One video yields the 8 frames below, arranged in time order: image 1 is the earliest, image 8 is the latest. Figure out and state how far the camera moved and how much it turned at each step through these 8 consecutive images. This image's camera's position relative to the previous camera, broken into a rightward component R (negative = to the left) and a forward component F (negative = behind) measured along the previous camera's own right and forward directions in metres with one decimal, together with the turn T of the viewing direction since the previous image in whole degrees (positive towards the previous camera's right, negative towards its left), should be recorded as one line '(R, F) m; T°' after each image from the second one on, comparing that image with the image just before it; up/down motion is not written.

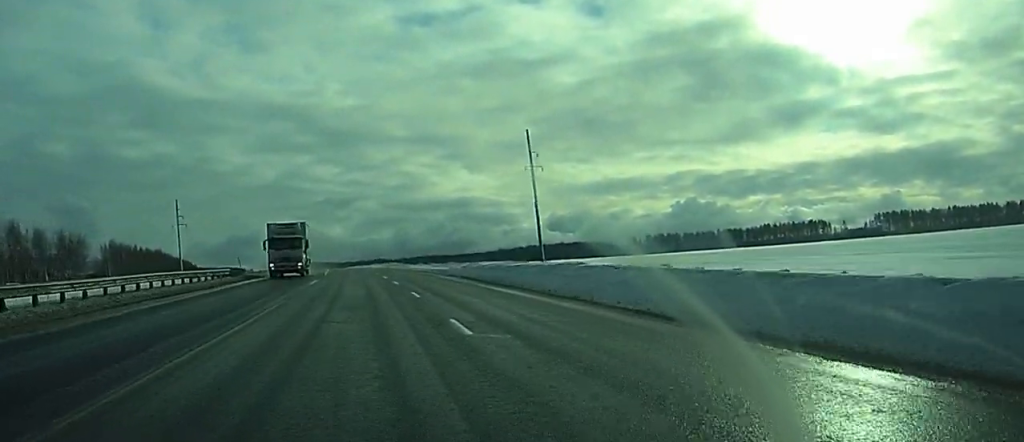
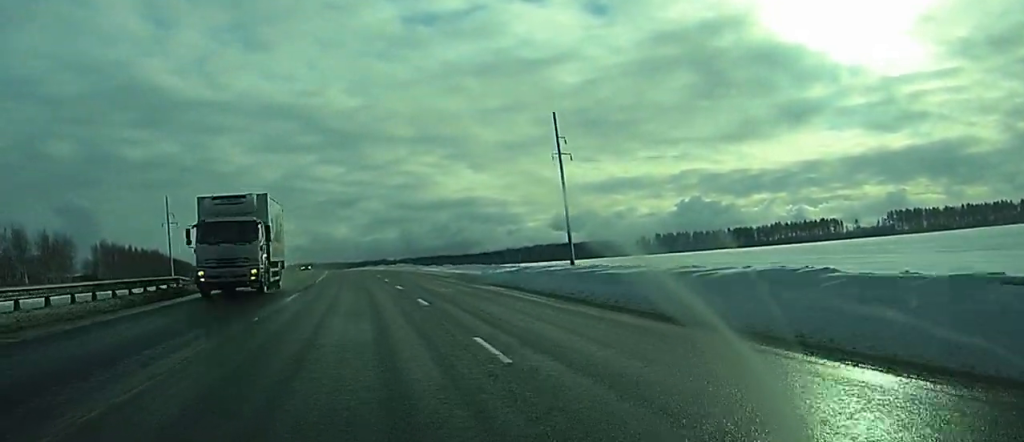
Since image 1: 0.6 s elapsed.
(+0.4, +14.8) m; +1°
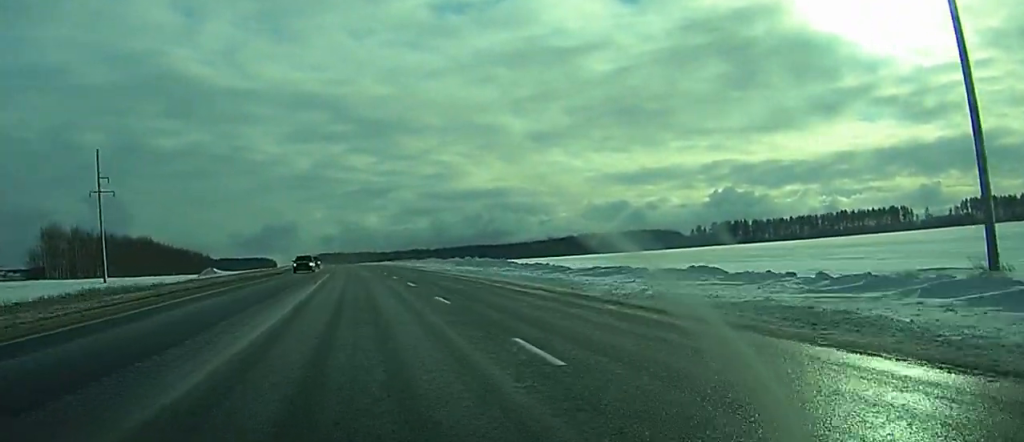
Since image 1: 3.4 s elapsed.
(-0.8, +70.8) m; 0°
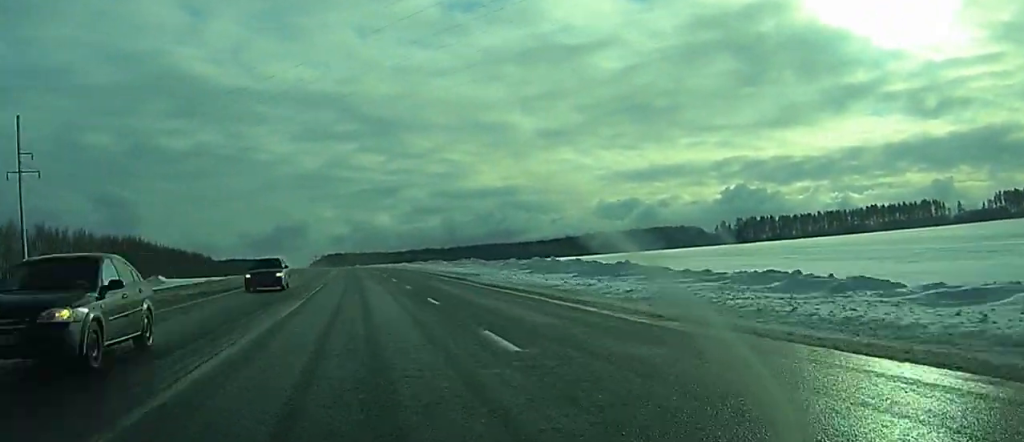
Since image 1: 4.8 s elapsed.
(-0.1, +33.6) m; -1°
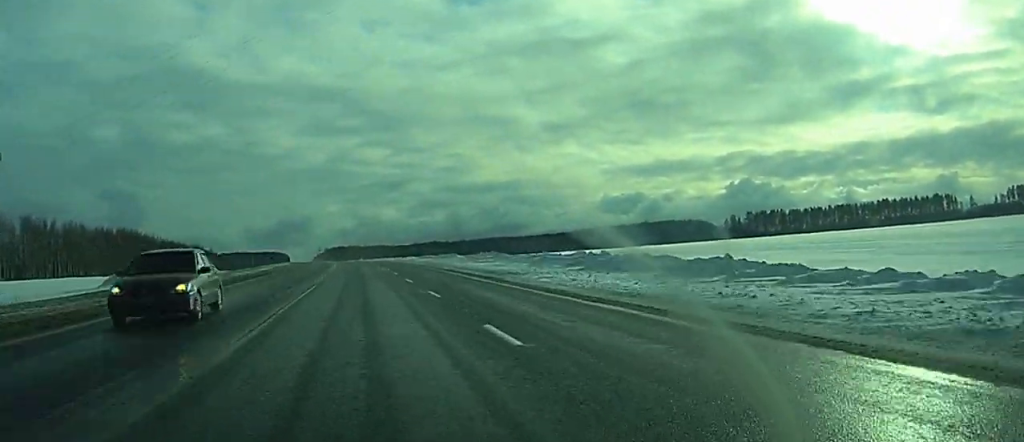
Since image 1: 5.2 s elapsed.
(-0.1, +11.8) m; 0°
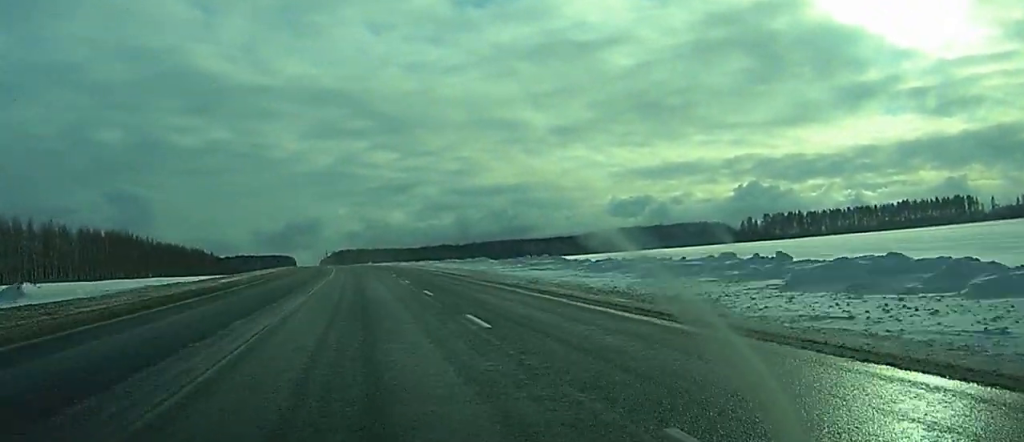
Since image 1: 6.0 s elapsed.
(+0.1, +20.3) m; +1°
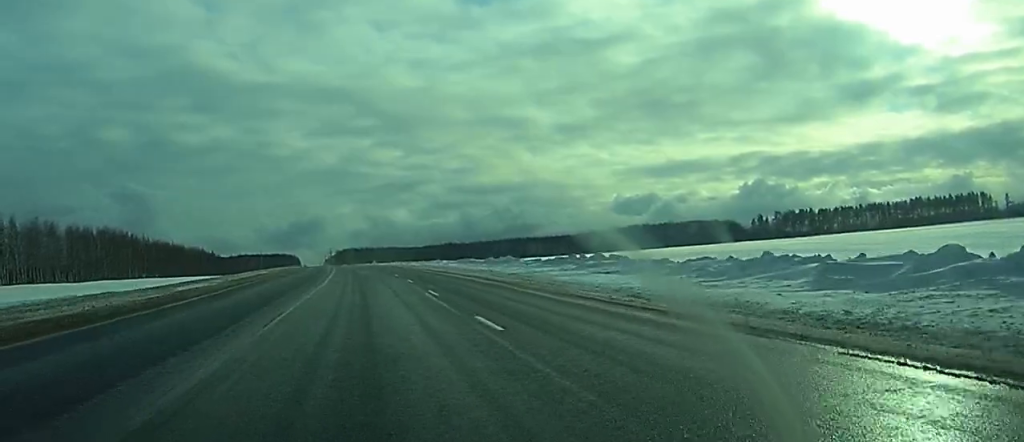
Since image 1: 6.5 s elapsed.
(0.0, +12.8) m; 0°
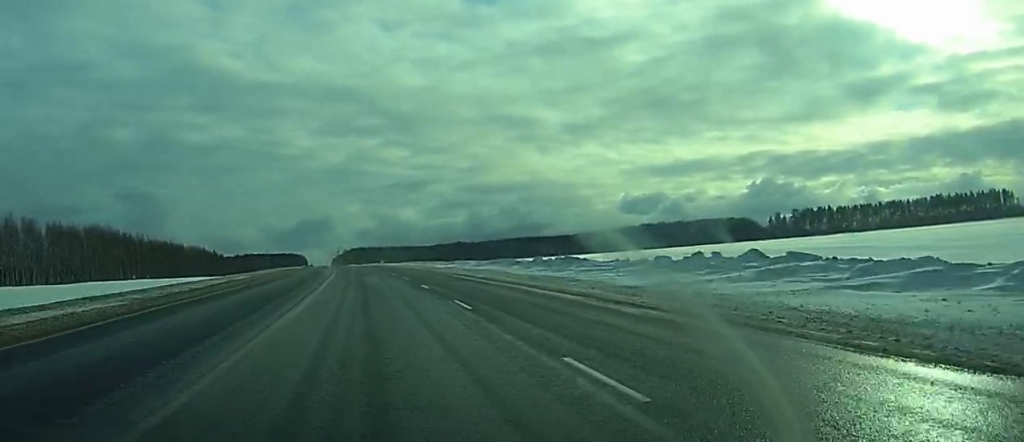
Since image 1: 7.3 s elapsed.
(+0.5, +18.8) m; -1°
